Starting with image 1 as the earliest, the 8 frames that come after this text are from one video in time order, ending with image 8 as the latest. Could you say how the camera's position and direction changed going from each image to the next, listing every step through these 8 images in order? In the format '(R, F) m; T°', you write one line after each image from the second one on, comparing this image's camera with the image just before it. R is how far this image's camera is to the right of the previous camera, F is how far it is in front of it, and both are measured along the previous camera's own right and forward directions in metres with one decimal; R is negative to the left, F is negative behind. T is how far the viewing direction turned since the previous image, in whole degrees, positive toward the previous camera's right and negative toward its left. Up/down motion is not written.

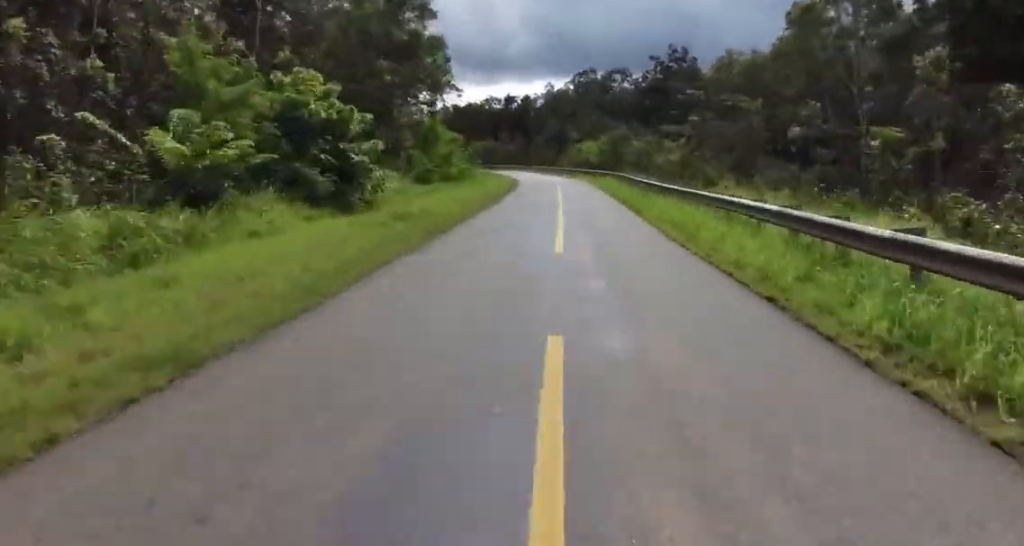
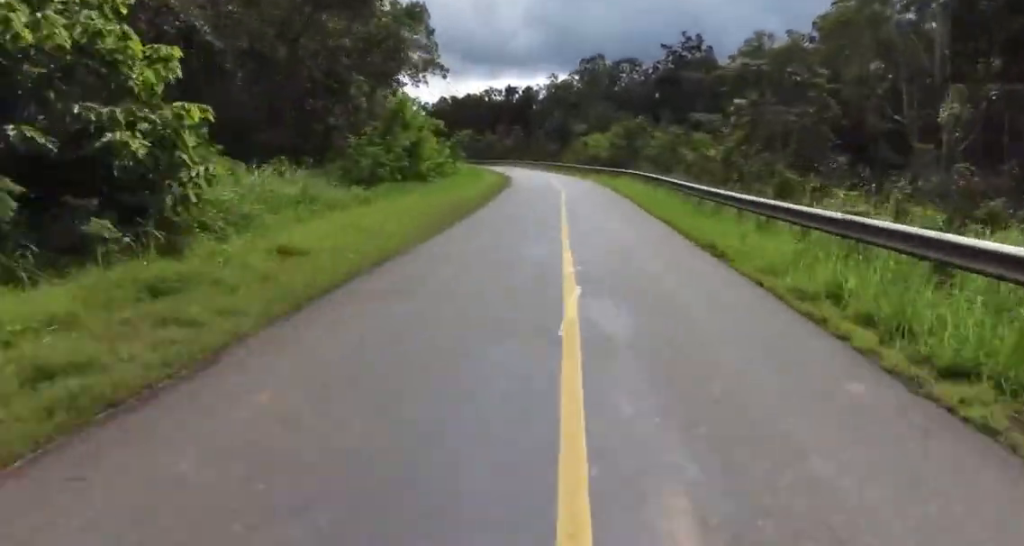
(-0.6, +9.7) m; +1°
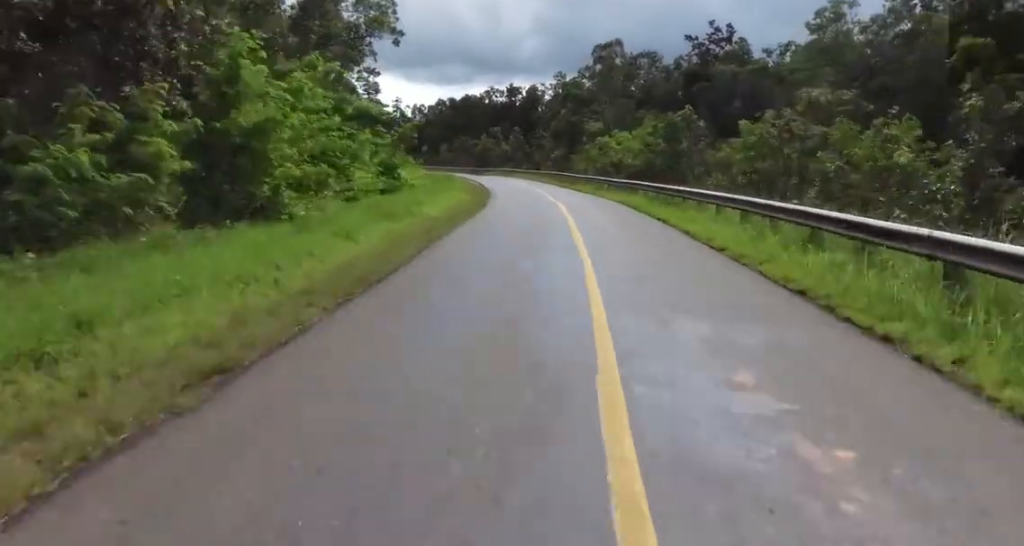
(+1.1, +17.1) m; -3°
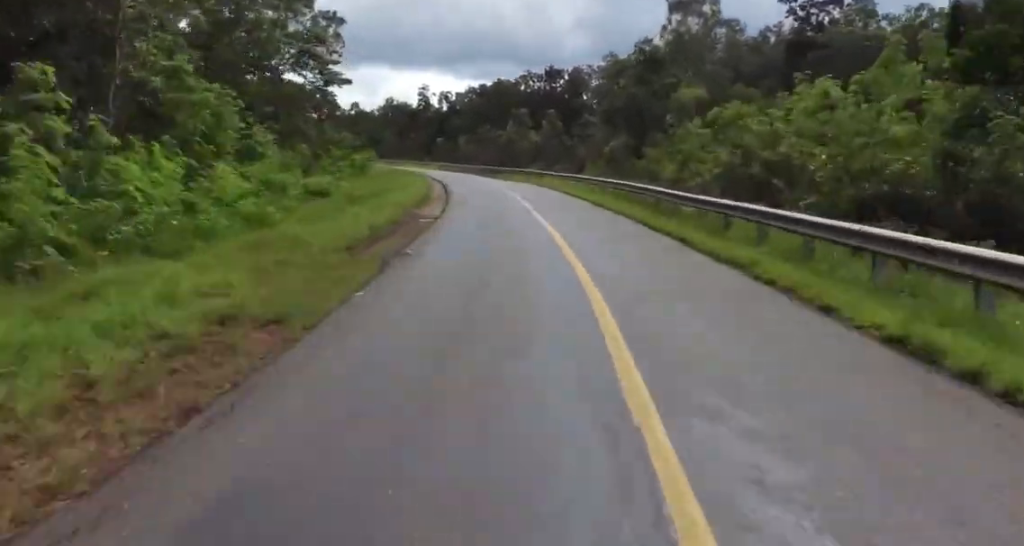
(-2.7, +25.6) m; -9°
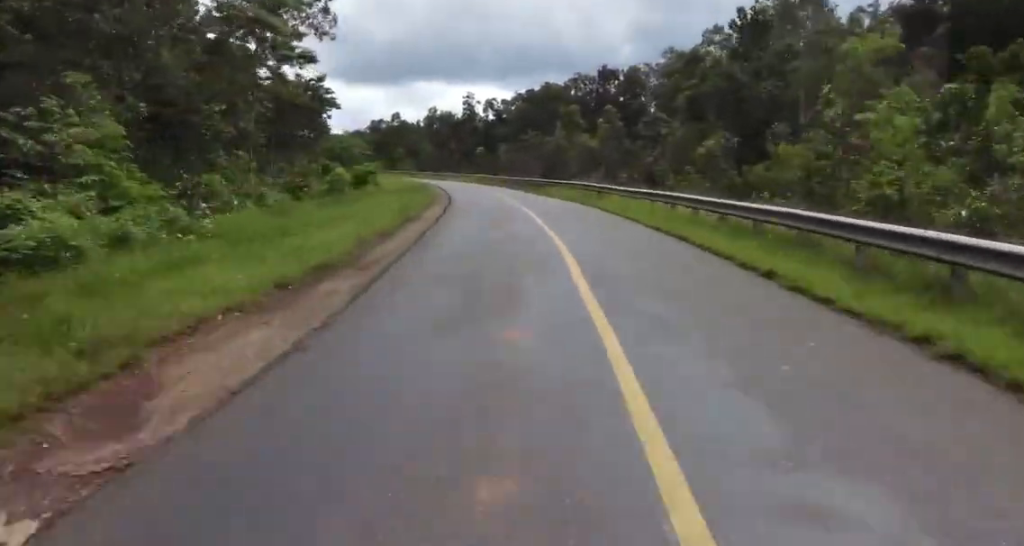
(0.0, +13.2) m; -3°
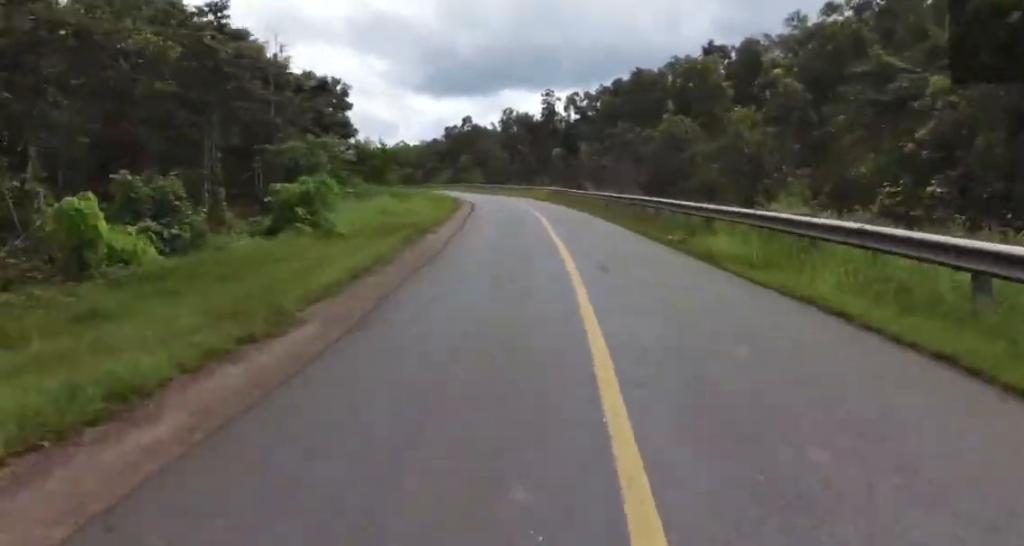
(-1.1, +21.3) m; -7°
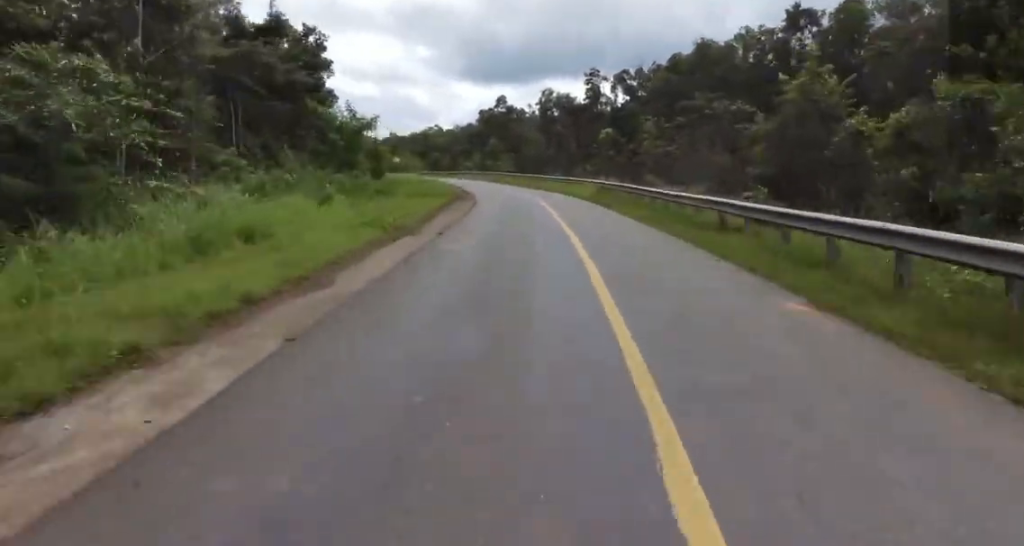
(-0.9, +16.5) m; -5°
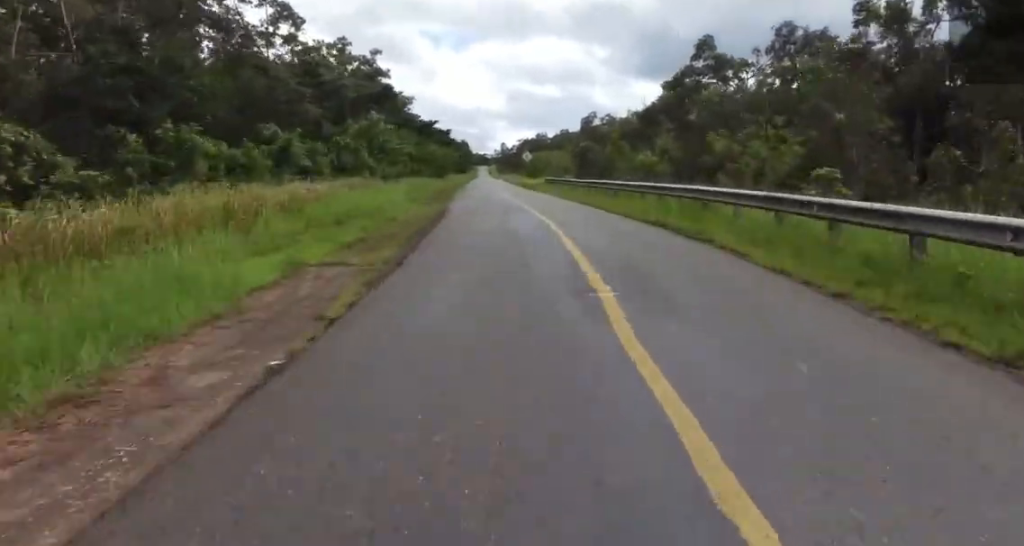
(-6.7, +54.9) m; -14°
